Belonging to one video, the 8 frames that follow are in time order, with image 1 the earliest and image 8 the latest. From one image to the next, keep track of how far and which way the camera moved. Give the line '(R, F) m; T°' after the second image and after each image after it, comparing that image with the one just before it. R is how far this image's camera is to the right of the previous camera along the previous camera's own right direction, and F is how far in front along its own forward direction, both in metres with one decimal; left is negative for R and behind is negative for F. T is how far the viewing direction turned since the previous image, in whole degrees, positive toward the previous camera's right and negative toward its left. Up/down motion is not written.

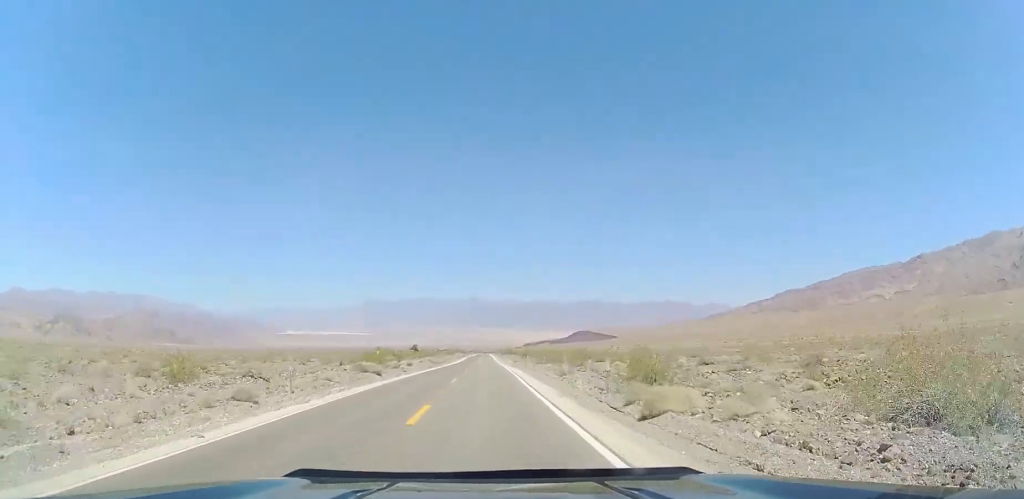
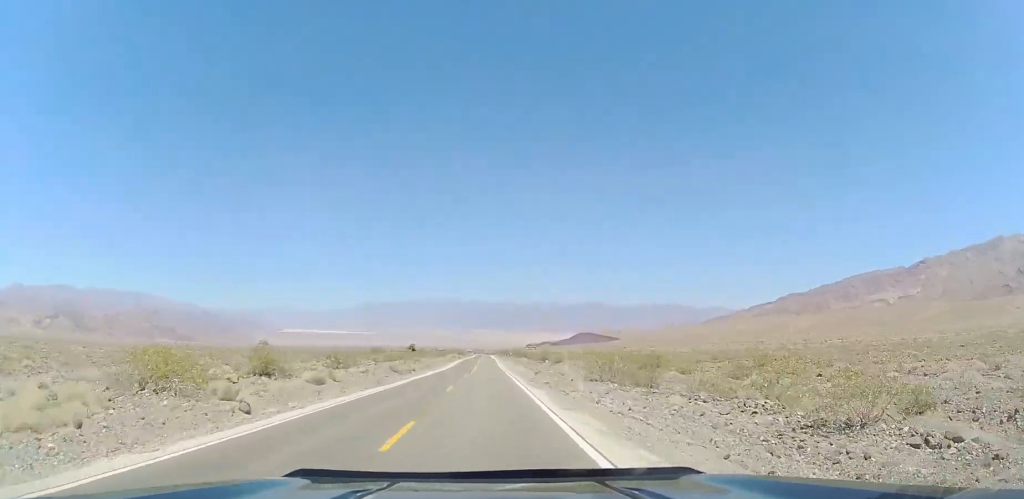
(-0.3, +31.6) m; 0°
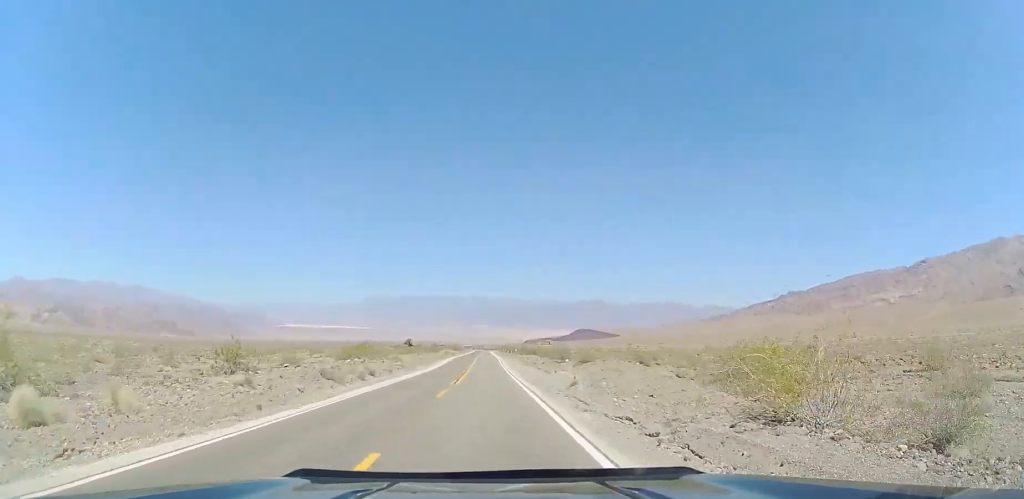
(+0.1, +18.8) m; 0°
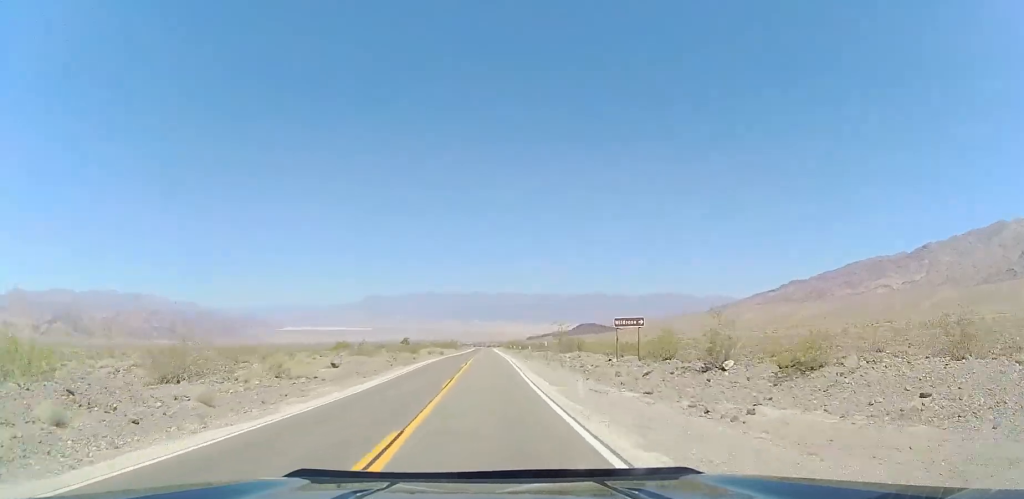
(+0.1, +35.5) m; 0°
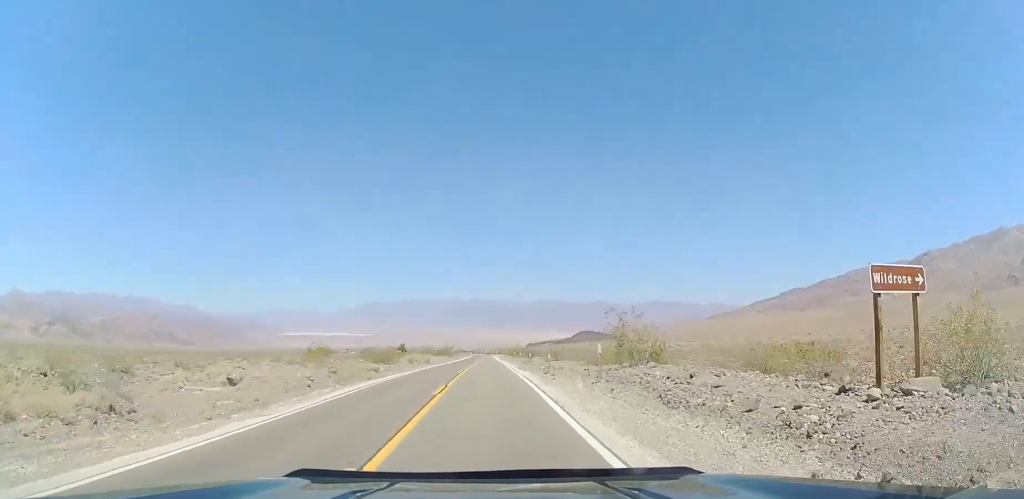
(+0.3, +18.2) m; -1°
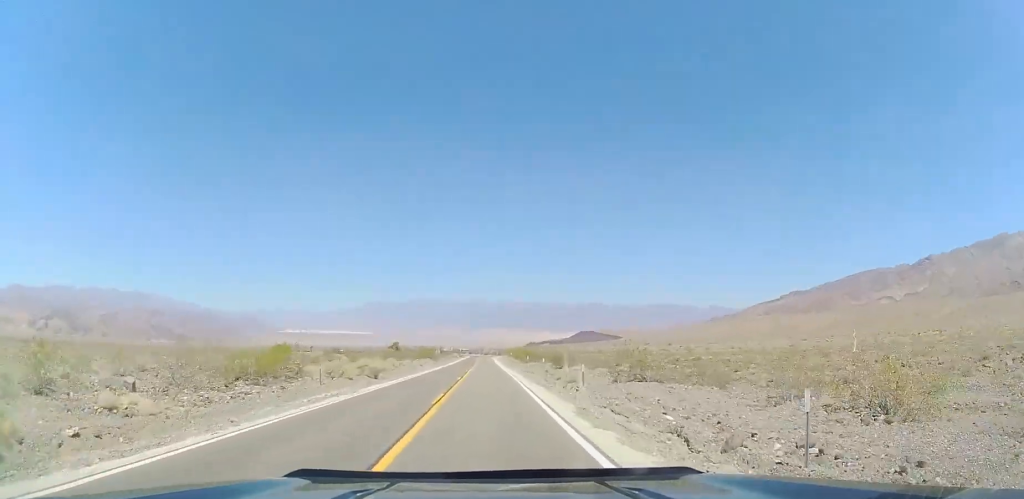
(-0.8, +31.0) m; 0°
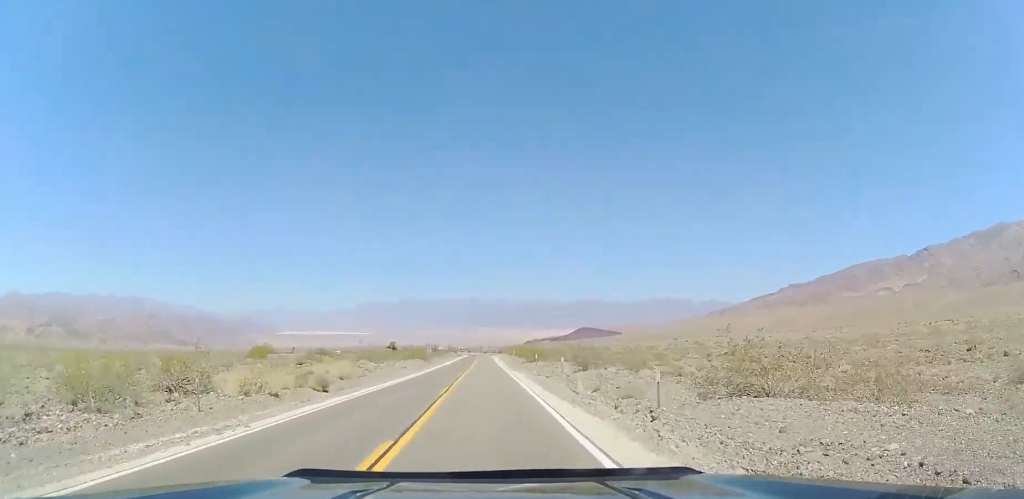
(+0.1, +11.0) m; +1°
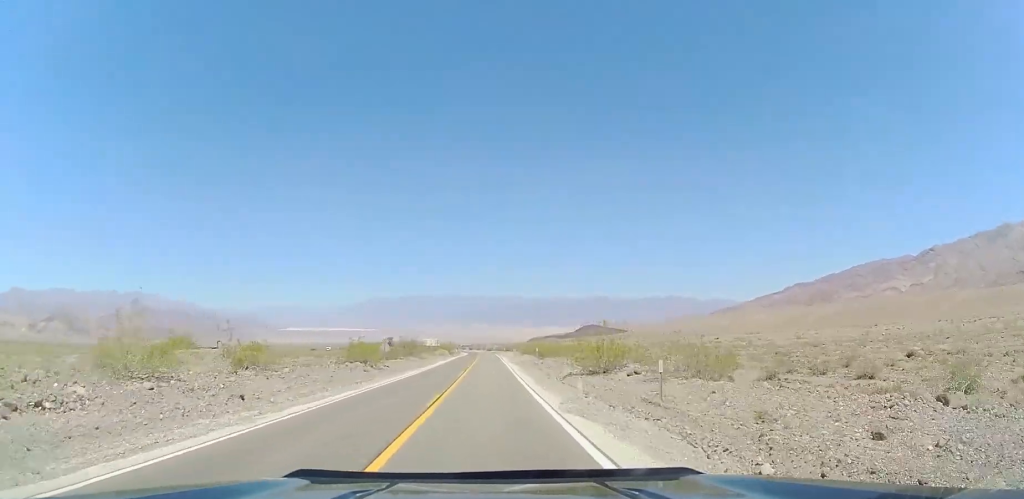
(+0.7, +34.5) m; 0°
